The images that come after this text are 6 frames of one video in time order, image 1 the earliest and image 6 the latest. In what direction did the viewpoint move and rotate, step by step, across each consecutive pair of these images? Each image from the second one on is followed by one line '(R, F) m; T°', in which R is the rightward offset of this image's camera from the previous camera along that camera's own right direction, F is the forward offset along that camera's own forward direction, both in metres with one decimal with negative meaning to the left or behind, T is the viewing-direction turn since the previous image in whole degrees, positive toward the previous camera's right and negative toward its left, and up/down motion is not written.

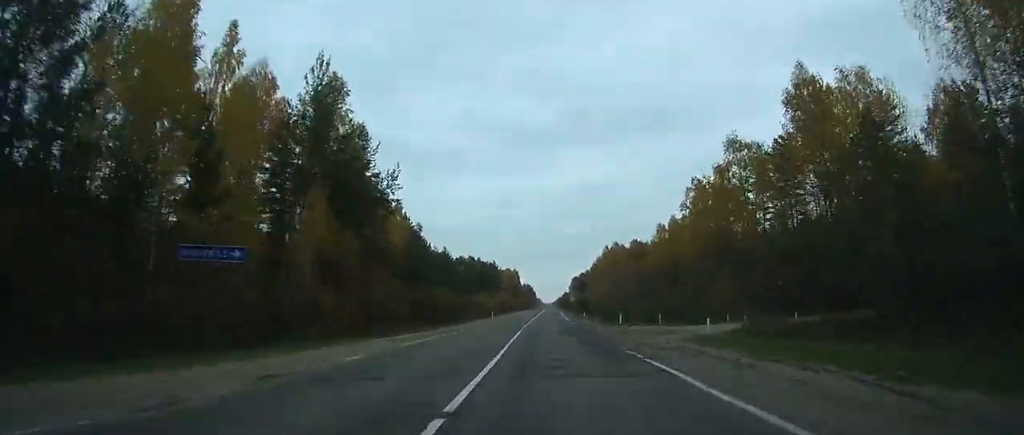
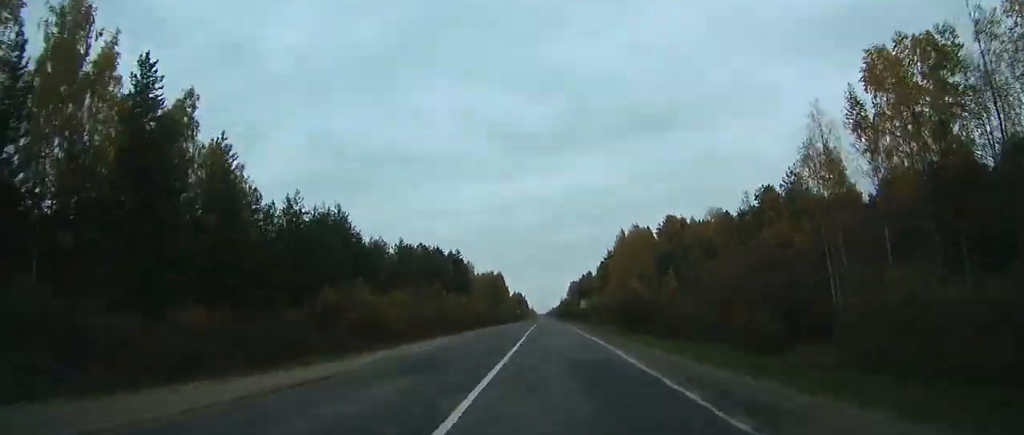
(+0.2, +74.6) m; 0°
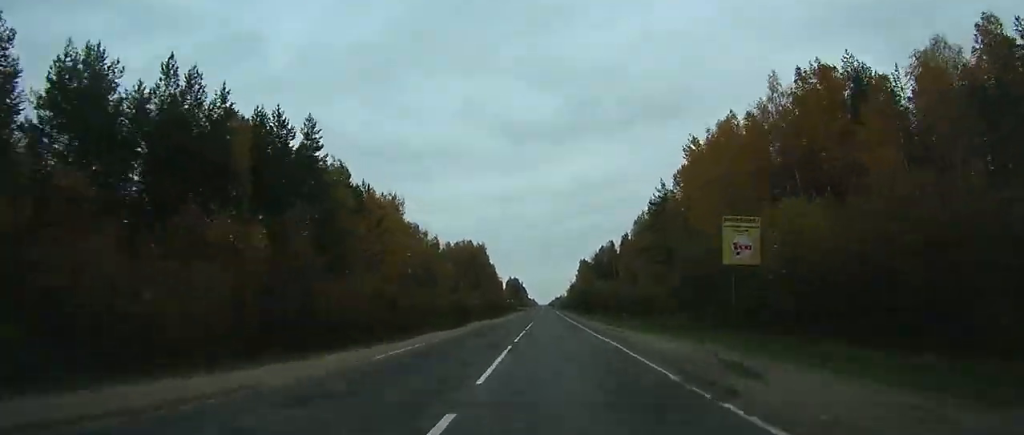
(+0.3, +83.8) m; 0°
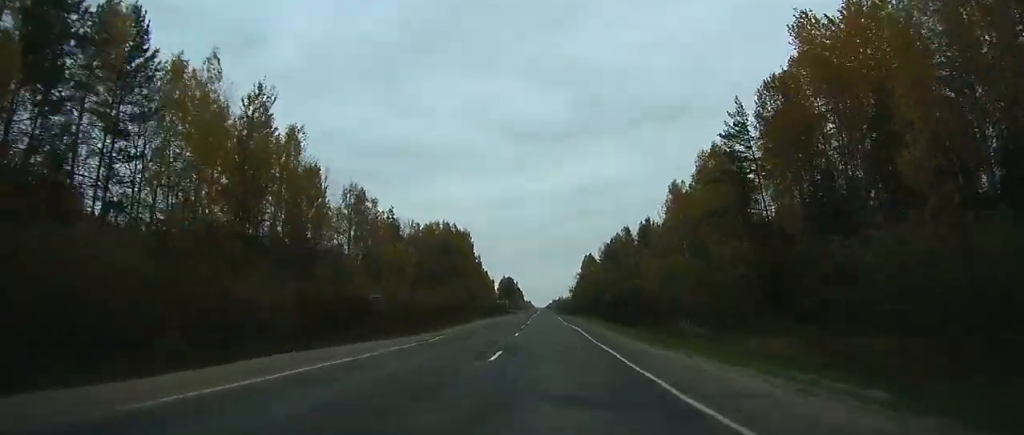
(0.0, +42.8) m; 0°
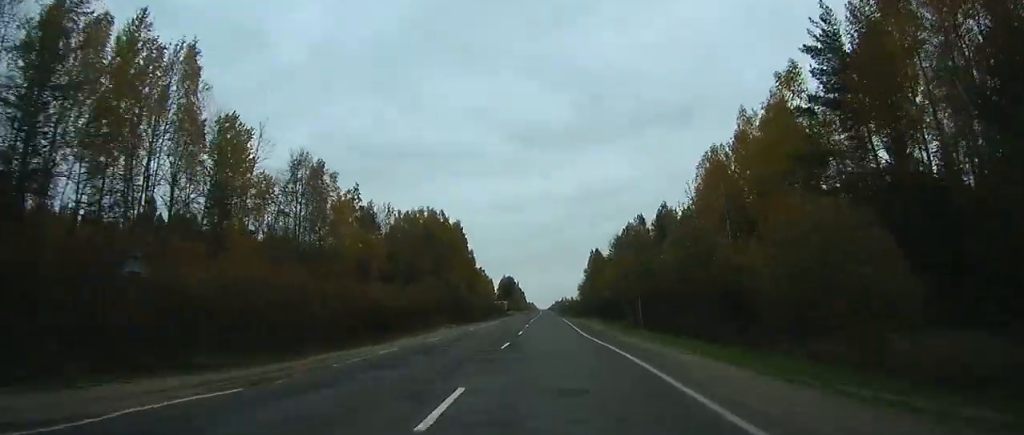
(0.0, +21.7) m; 0°
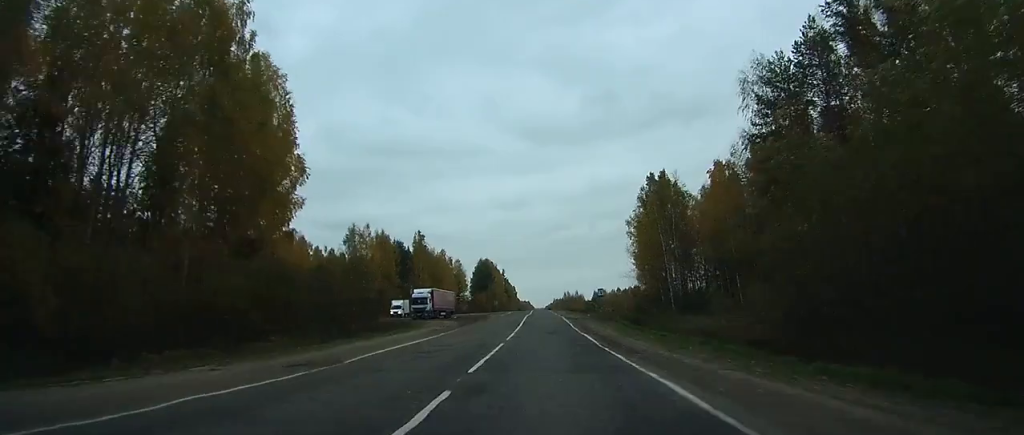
(+0.2, +115.2) m; 0°
